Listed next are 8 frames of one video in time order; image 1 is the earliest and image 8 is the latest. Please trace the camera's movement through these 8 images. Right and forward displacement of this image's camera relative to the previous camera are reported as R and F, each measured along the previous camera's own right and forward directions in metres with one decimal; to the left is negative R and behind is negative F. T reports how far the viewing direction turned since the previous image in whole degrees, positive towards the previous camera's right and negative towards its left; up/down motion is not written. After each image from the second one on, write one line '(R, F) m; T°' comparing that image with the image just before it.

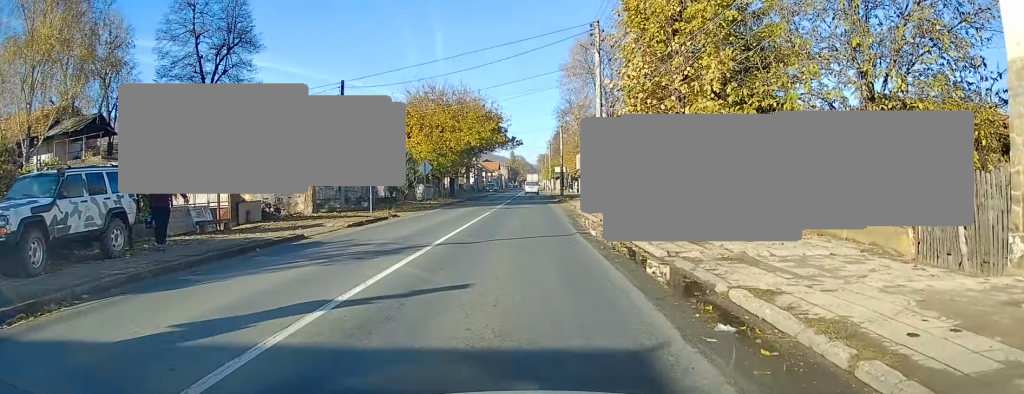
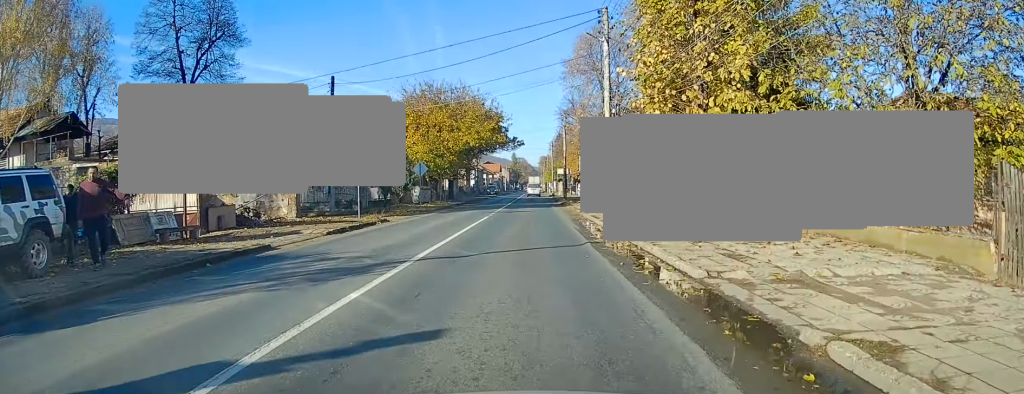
(0.0, +2.7) m; -1°
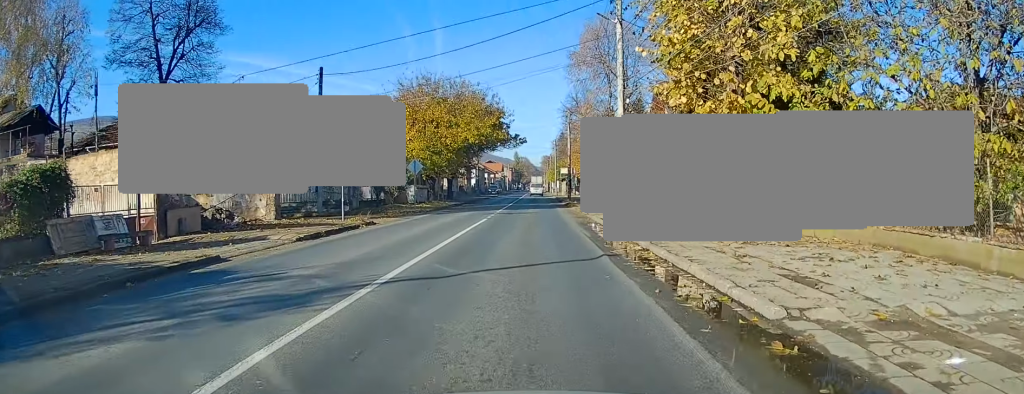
(0.0, +2.7) m; 0°
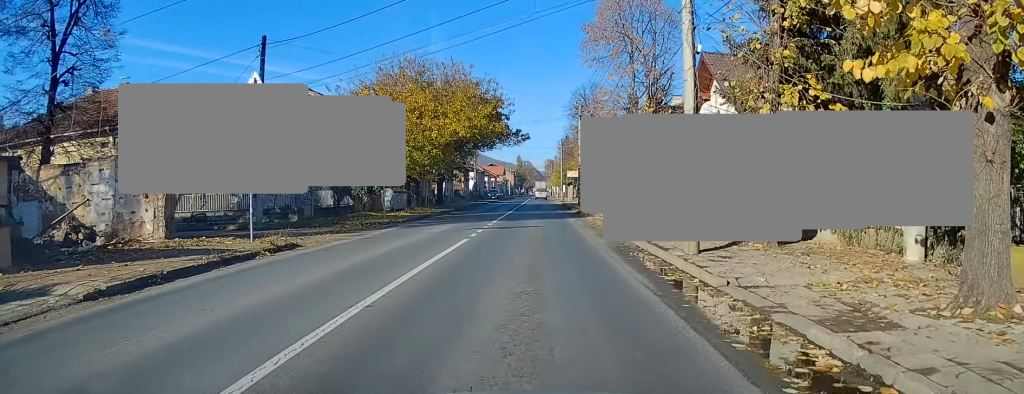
(0.0, +7.8) m; +1°
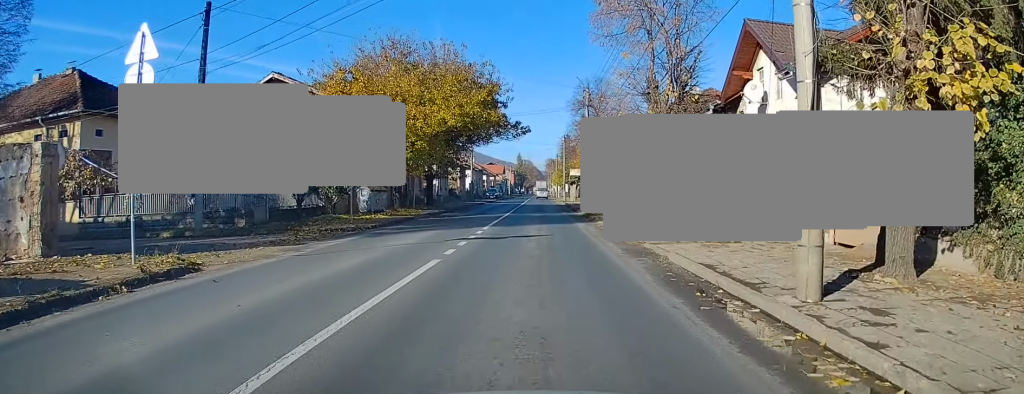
(0.0, +4.0) m; 0°
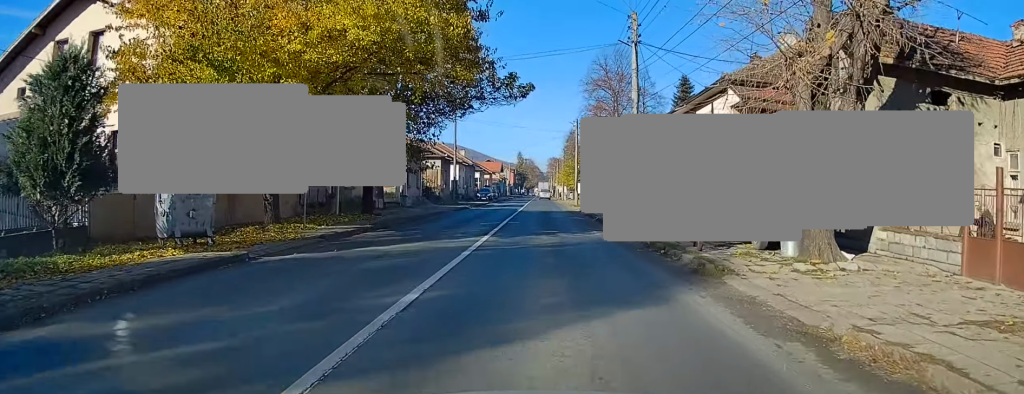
(-0.6, +13.7) m; -3°
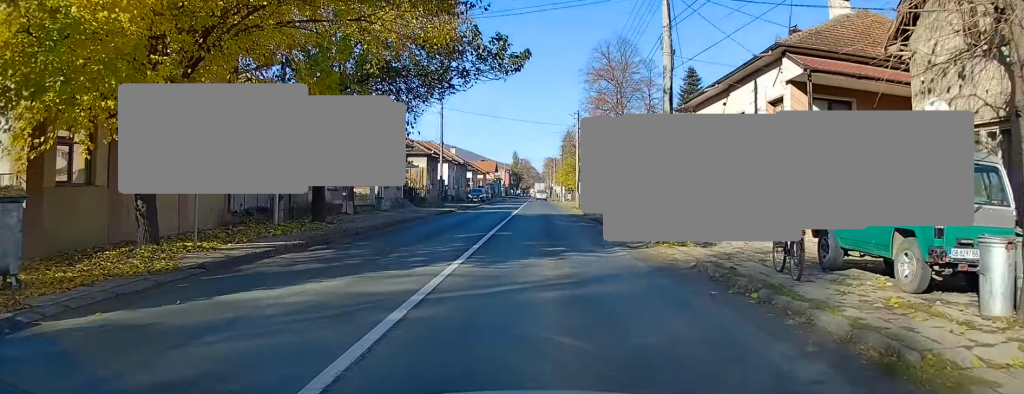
(-0.1, +5.2) m; +1°
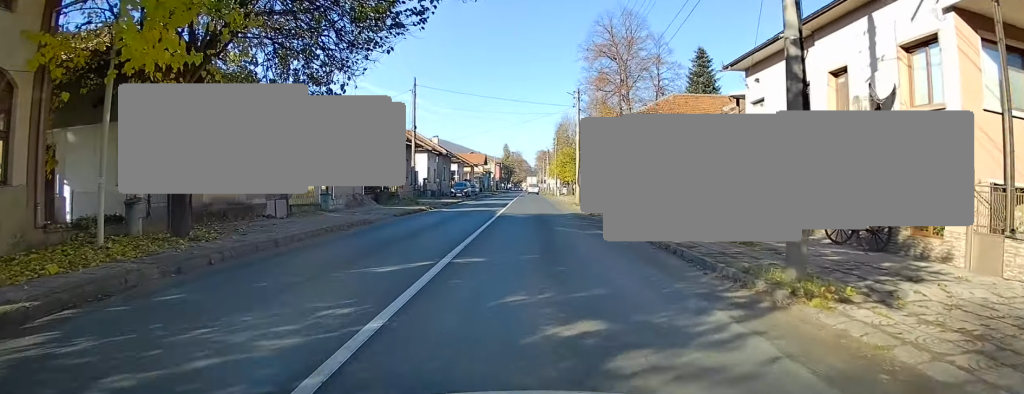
(+0.2, +7.8) m; +2°
